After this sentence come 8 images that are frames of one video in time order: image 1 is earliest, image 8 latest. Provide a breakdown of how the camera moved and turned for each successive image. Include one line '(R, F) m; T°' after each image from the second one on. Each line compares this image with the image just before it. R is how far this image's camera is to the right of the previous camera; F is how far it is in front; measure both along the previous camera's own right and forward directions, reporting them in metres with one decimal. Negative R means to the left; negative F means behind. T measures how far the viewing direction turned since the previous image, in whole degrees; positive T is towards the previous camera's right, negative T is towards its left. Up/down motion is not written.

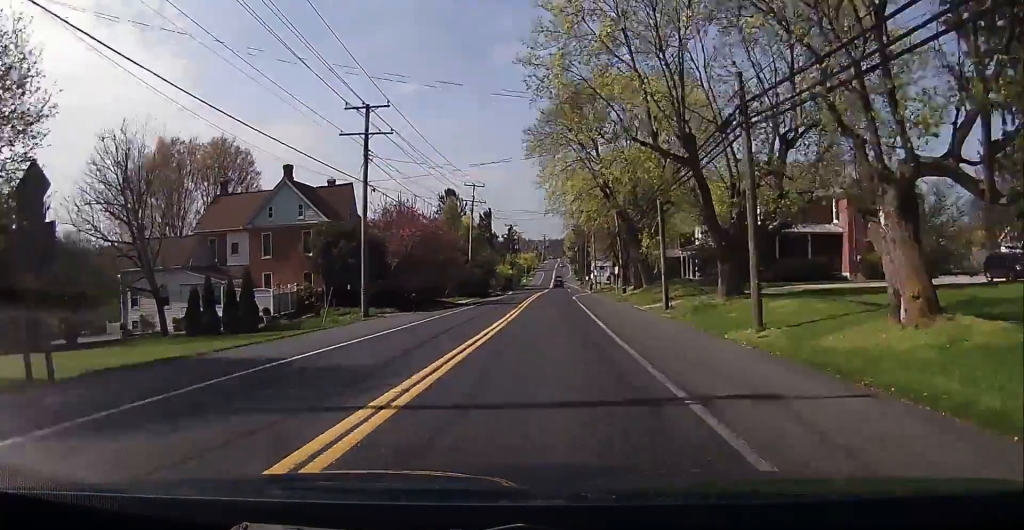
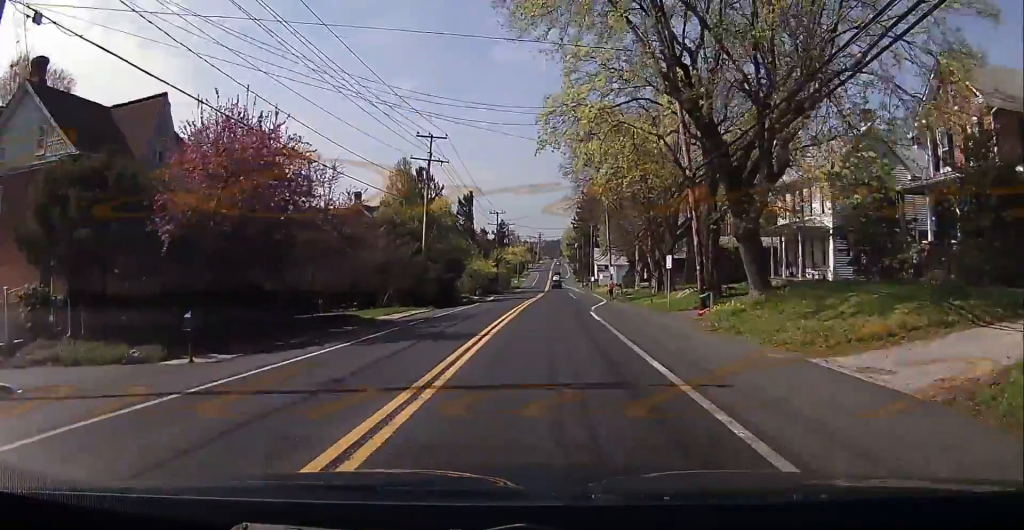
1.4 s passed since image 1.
(-0.3, +26.6) m; -2°
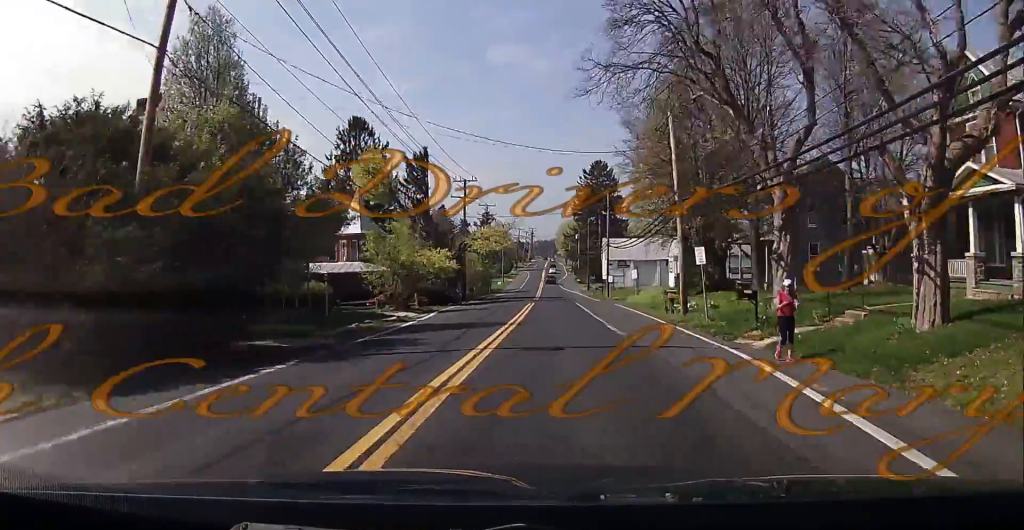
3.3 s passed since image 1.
(+0.2, +36.4) m; +1°
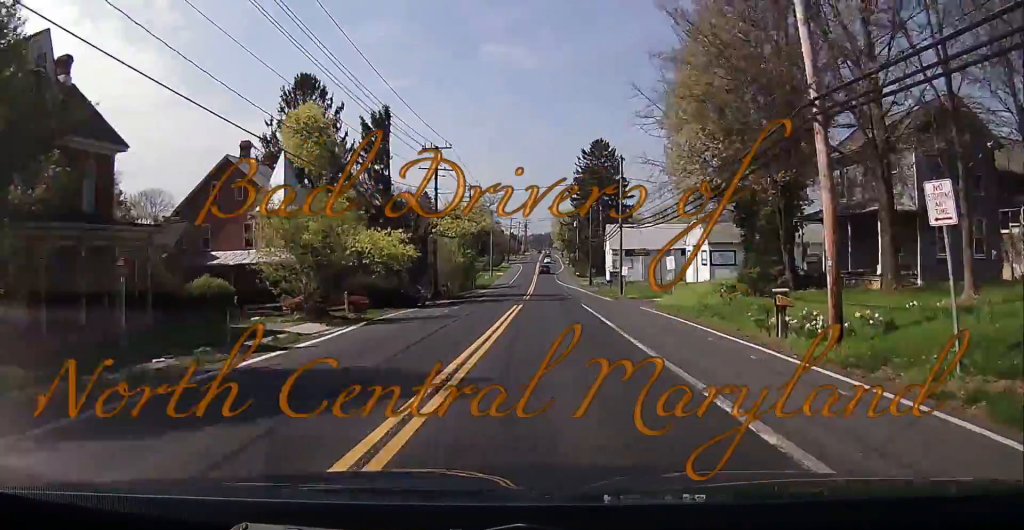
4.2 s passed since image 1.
(0.0, +16.1) m; 0°
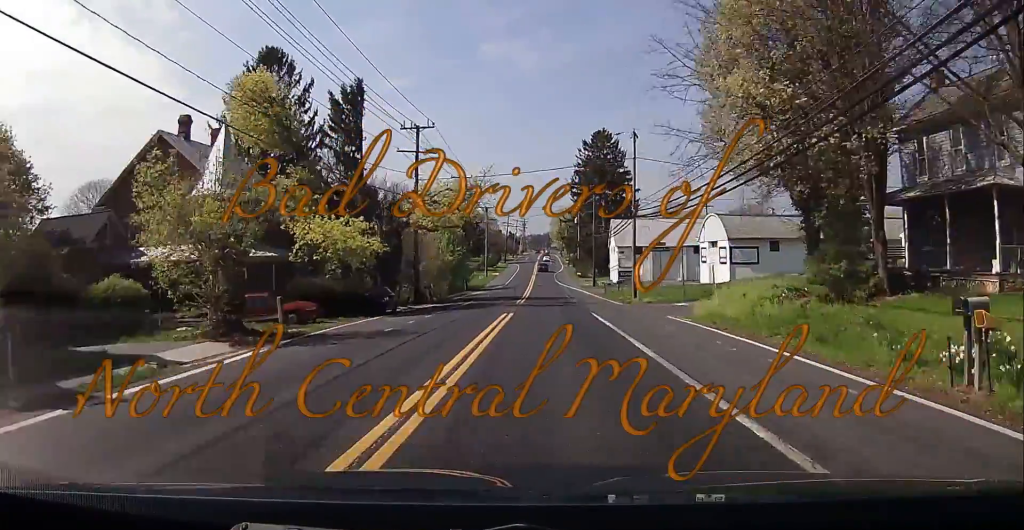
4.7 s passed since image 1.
(0.0, +9.7) m; 0°
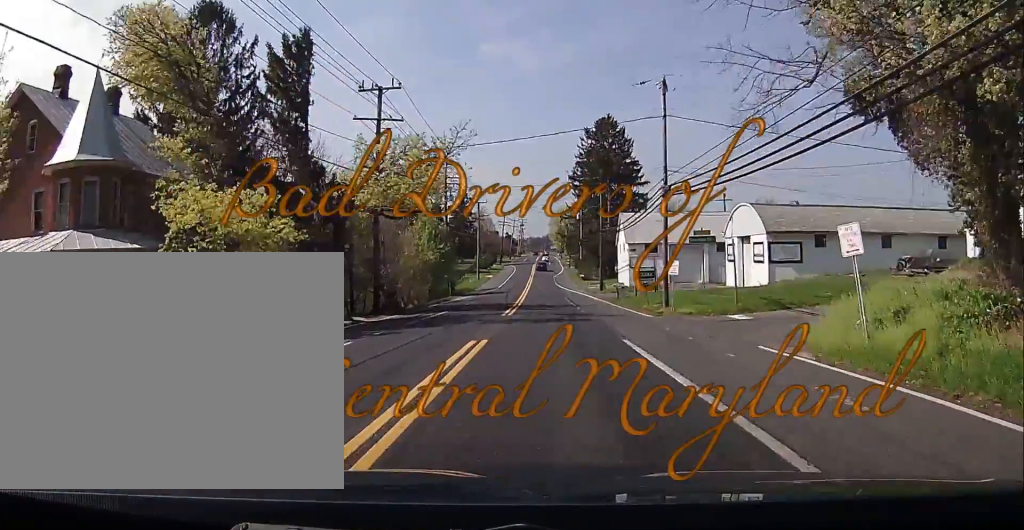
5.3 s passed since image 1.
(0.0, +11.6) m; 0°
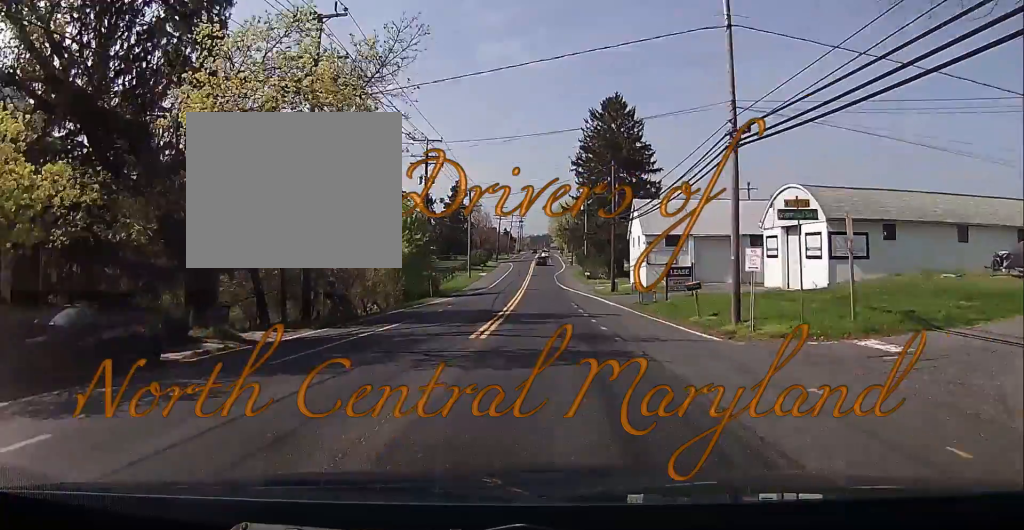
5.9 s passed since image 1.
(0.0, +11.6) m; 0°
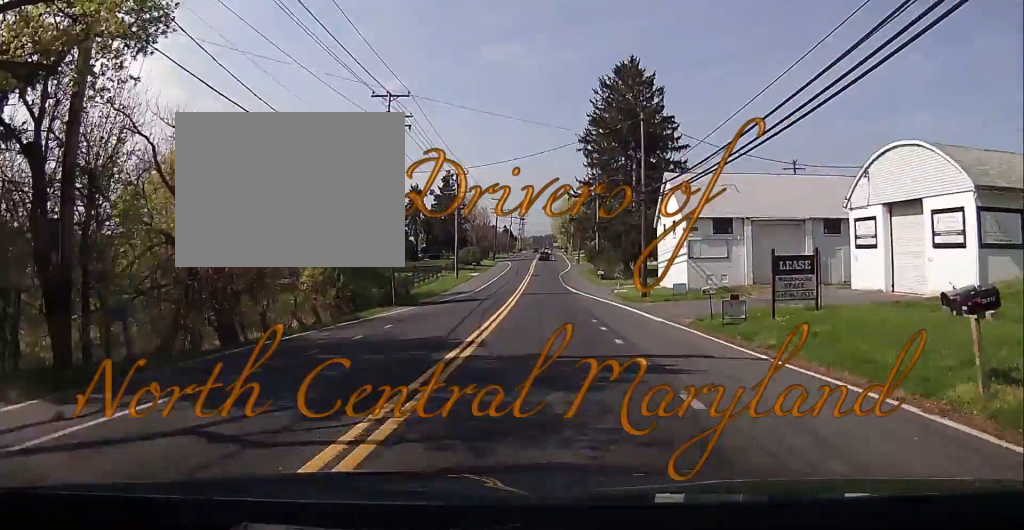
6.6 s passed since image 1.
(+0.1, +14.8) m; 0°
